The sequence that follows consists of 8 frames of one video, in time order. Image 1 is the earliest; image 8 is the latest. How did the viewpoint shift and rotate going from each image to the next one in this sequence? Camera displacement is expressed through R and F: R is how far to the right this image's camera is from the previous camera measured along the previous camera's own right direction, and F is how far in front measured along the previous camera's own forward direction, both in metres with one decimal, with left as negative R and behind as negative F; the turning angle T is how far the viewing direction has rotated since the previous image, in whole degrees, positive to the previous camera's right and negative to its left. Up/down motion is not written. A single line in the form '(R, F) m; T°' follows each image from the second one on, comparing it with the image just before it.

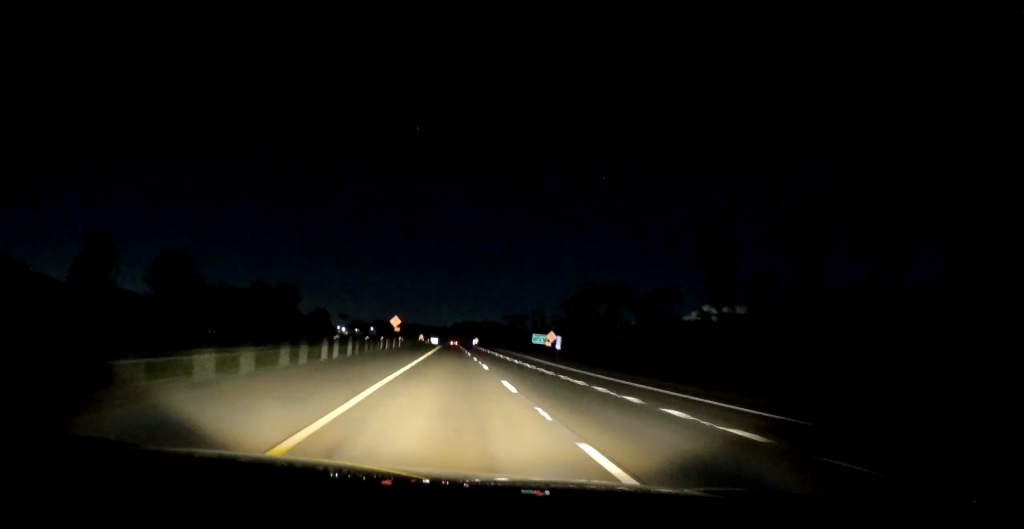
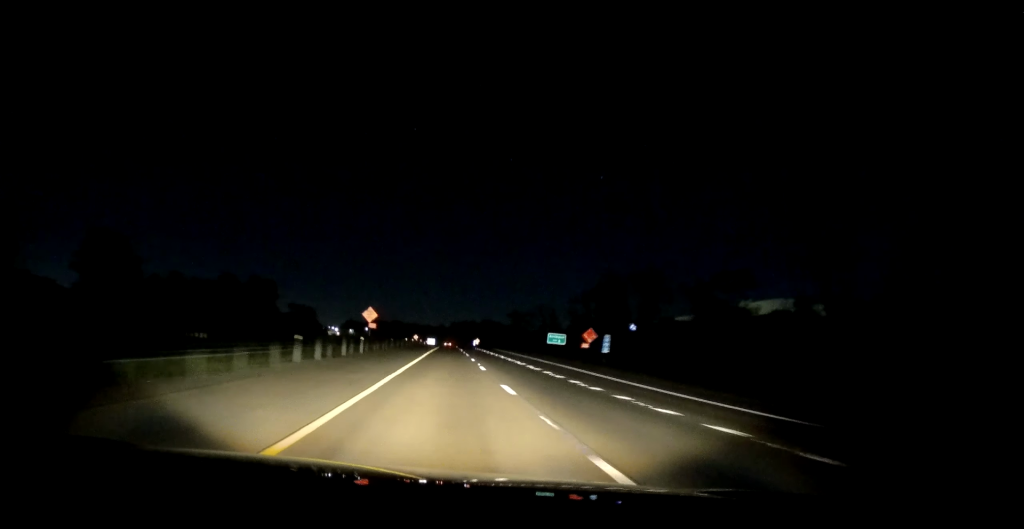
(-0.4, +26.6) m; 0°
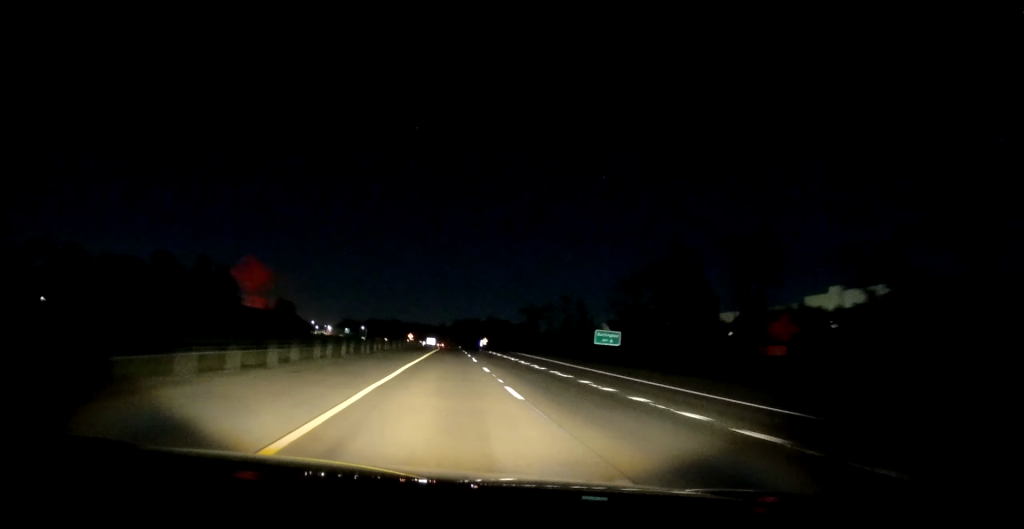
(+0.3, +38.0) m; 0°
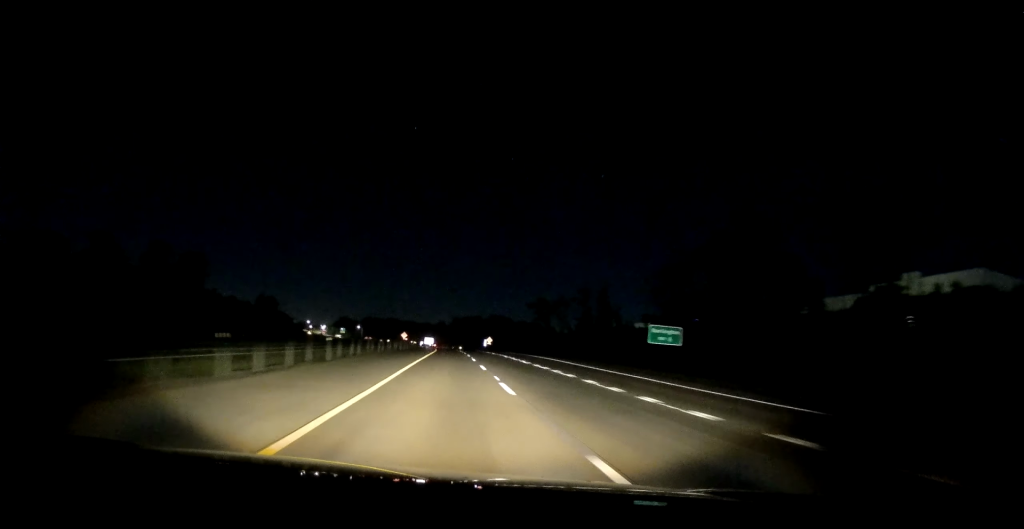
(-0.2, +22.9) m; 0°
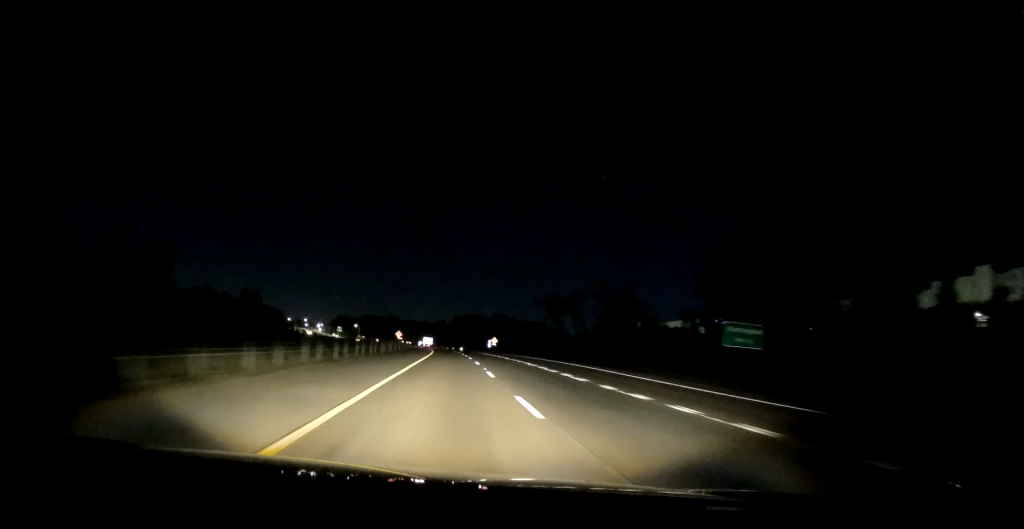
(-0.2, +17.1) m; 0°
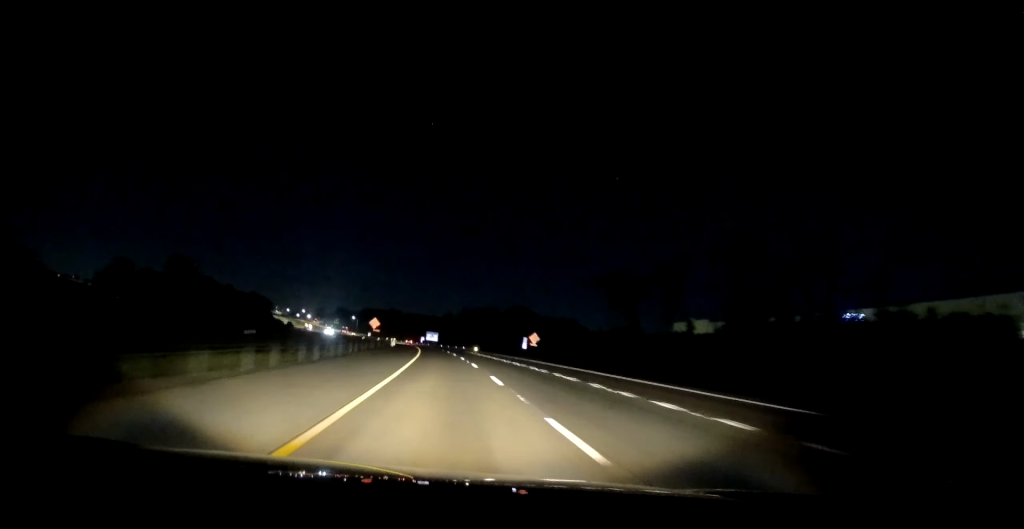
(0.0, +56.8) m; 0°
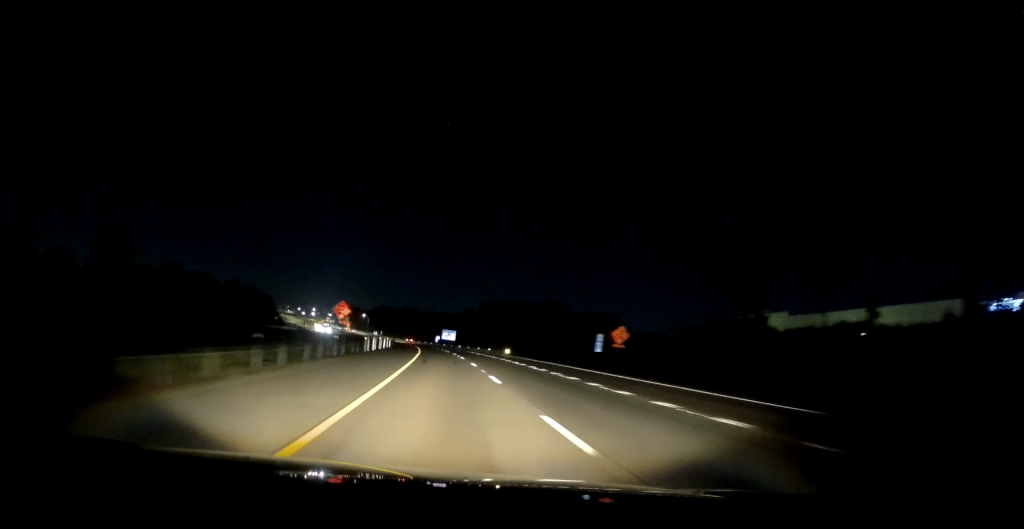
(-0.2, +36.5) m; -1°
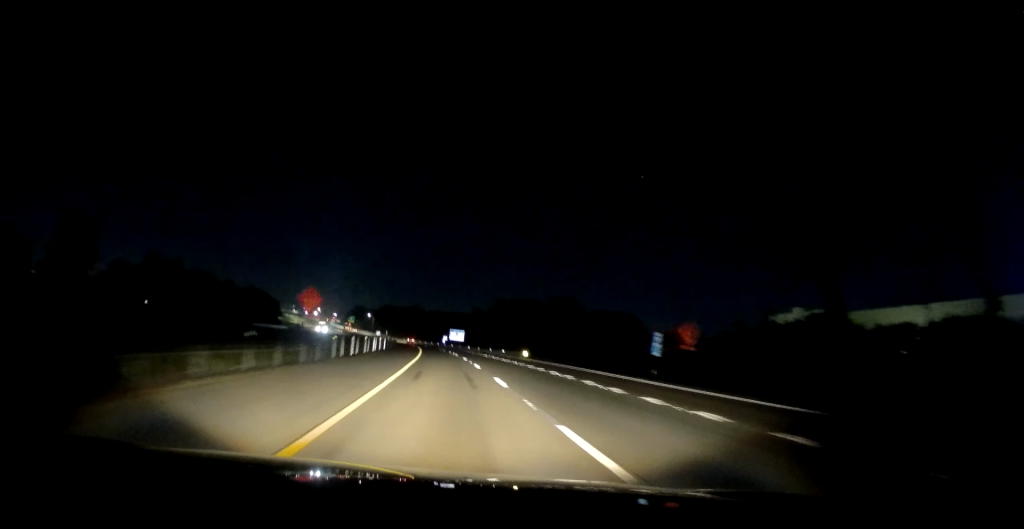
(0.0, +13.7) m; -1°
